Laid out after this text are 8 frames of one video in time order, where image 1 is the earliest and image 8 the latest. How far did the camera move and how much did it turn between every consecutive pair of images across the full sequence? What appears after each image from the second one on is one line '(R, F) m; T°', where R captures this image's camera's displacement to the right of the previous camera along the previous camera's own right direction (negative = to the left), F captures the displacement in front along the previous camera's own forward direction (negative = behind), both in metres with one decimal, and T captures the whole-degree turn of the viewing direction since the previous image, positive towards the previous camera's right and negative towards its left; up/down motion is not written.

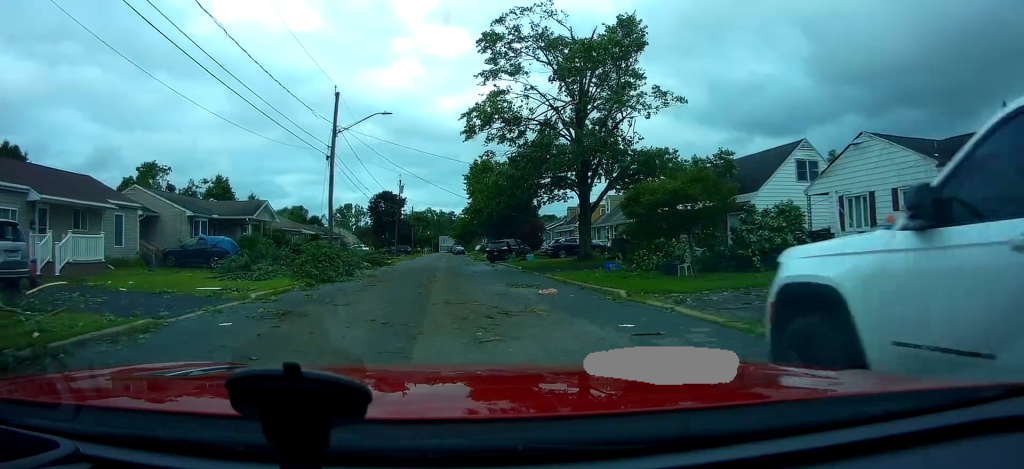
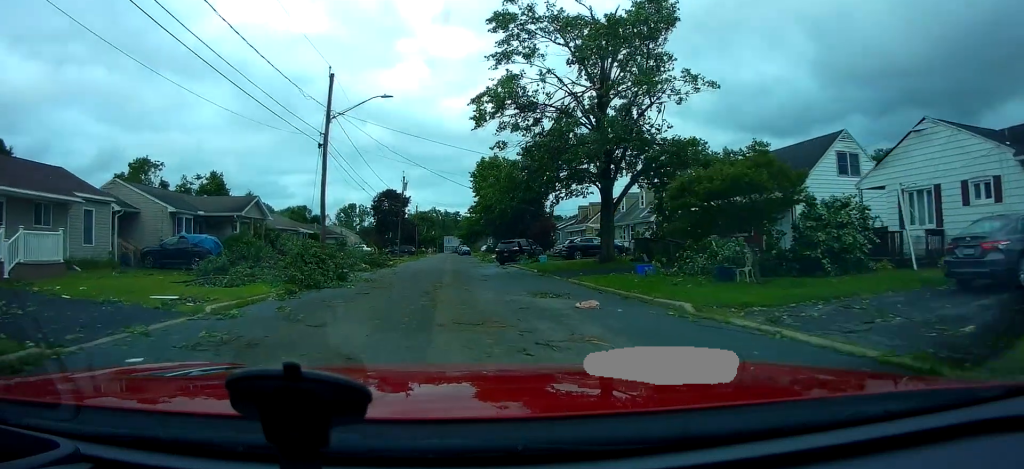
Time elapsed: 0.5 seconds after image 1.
(-0.5, +3.2) m; -1°
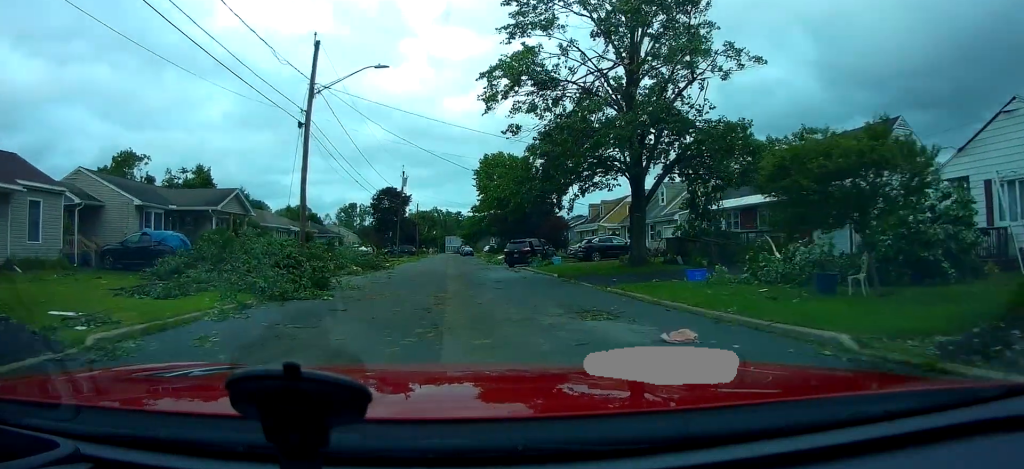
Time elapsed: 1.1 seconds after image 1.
(-0.4, +4.1) m; 0°
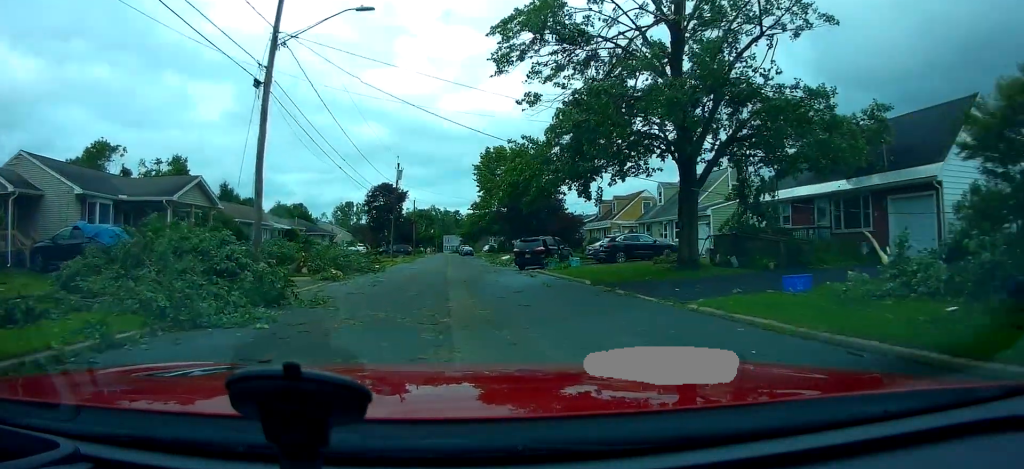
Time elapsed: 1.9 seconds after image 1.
(+0.6, +5.2) m; +6°
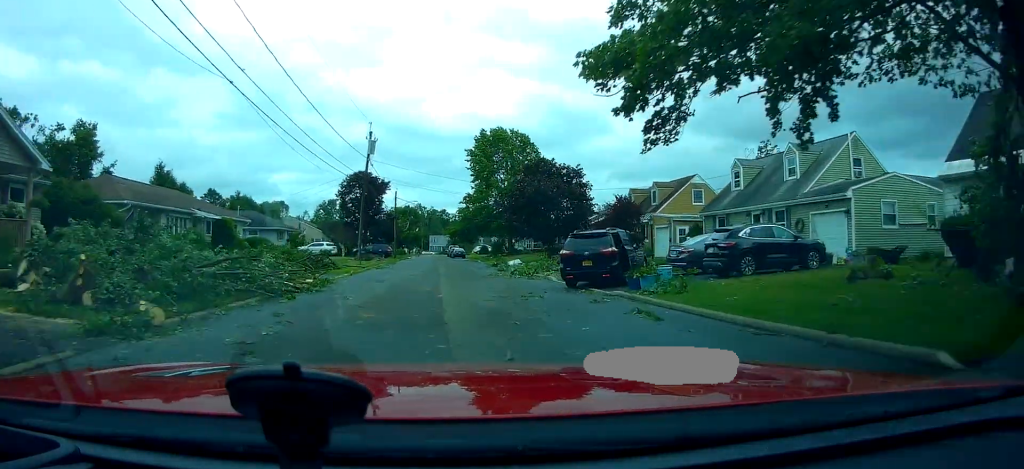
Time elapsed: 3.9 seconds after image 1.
(-1.2, +14.2) m; -7°
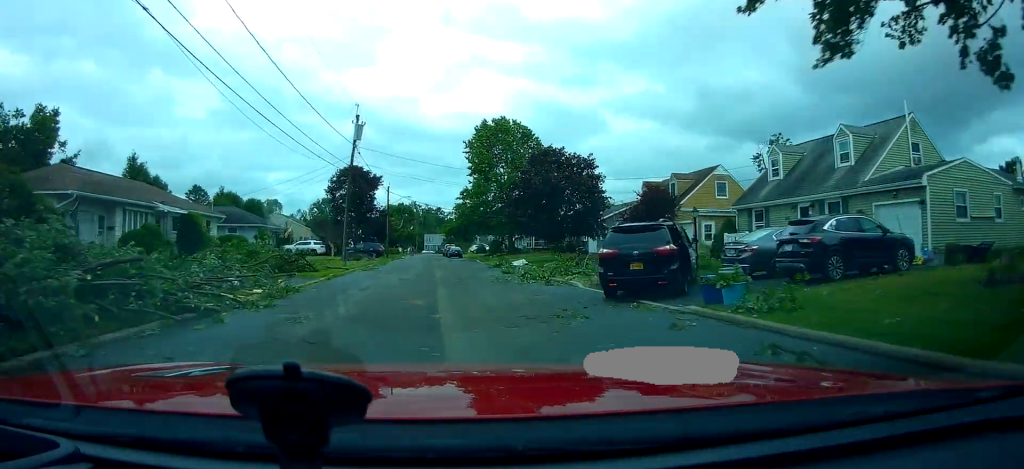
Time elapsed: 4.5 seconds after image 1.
(+0.2, +4.7) m; +2°
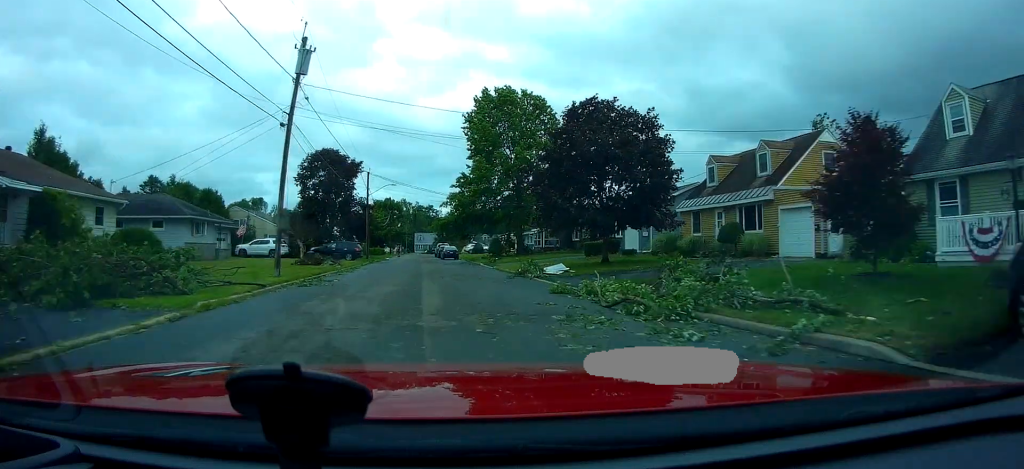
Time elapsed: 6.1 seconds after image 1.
(+0.9, +13.3) m; +9°
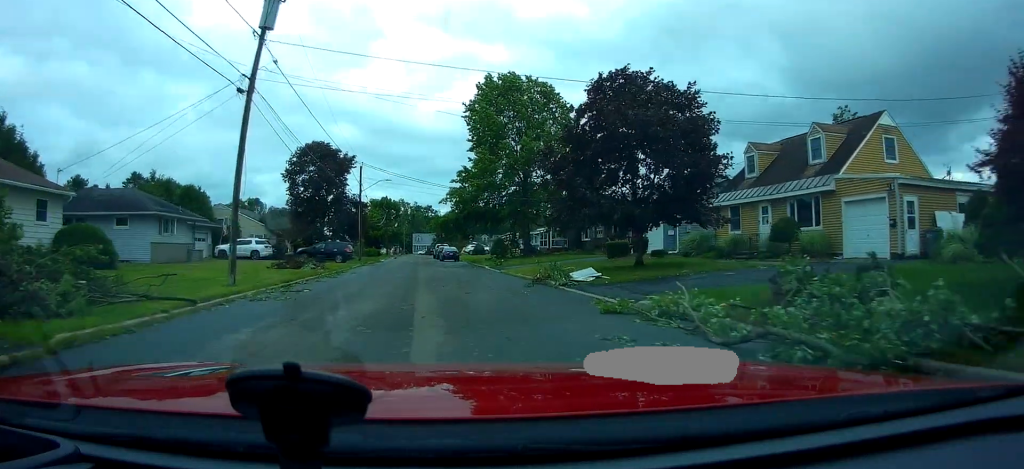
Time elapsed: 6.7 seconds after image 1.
(+0.5, +4.8) m; 0°
